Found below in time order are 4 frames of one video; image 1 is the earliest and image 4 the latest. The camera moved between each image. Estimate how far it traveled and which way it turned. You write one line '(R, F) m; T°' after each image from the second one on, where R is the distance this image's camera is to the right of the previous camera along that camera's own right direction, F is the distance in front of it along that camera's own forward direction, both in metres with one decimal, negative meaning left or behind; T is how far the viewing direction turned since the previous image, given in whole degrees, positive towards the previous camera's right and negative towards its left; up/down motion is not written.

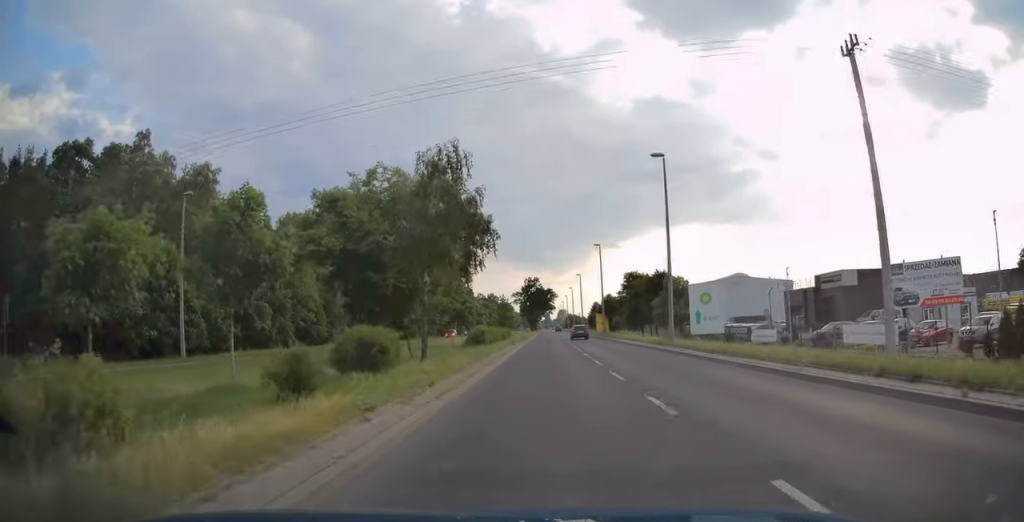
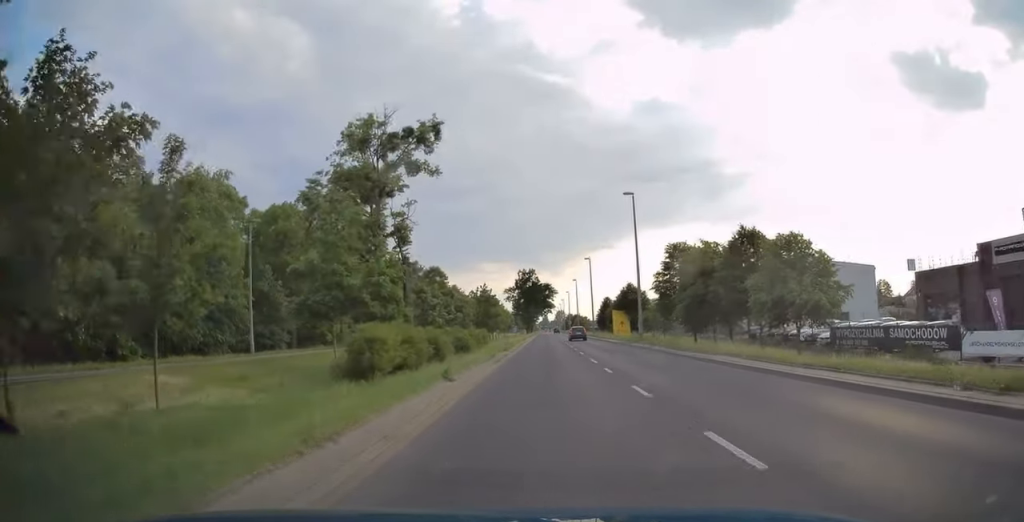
(-0.4, +26.9) m; 0°
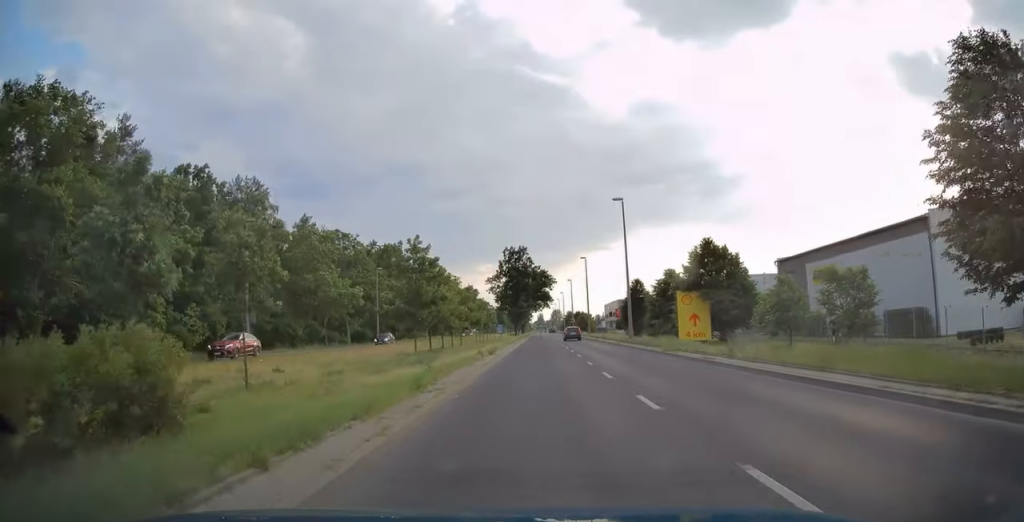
(+0.1, +37.0) m; 0°
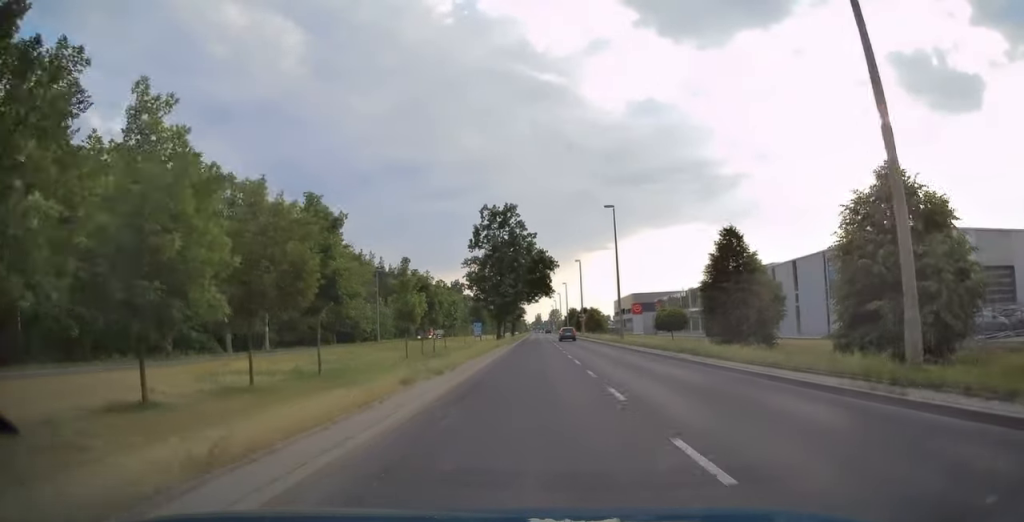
(+0.4, +33.8) m; +1°
